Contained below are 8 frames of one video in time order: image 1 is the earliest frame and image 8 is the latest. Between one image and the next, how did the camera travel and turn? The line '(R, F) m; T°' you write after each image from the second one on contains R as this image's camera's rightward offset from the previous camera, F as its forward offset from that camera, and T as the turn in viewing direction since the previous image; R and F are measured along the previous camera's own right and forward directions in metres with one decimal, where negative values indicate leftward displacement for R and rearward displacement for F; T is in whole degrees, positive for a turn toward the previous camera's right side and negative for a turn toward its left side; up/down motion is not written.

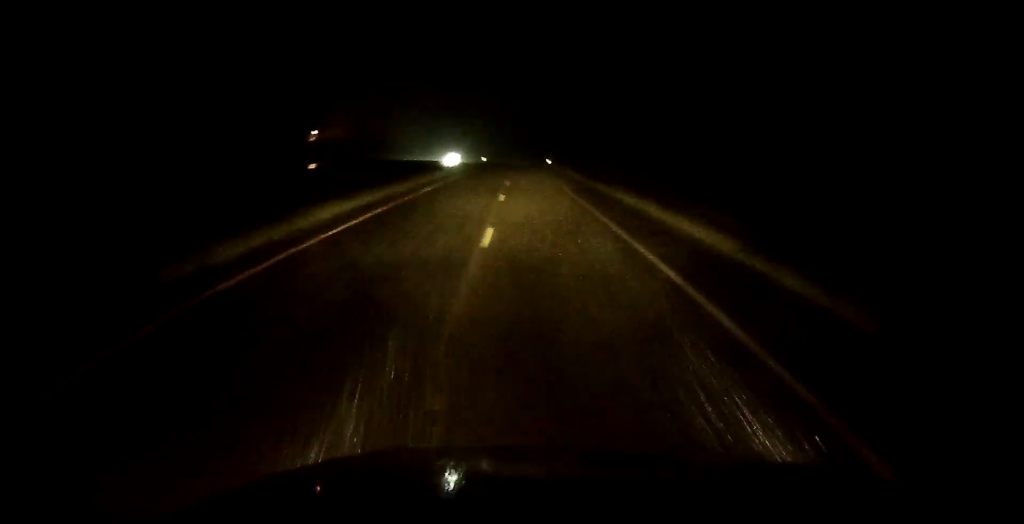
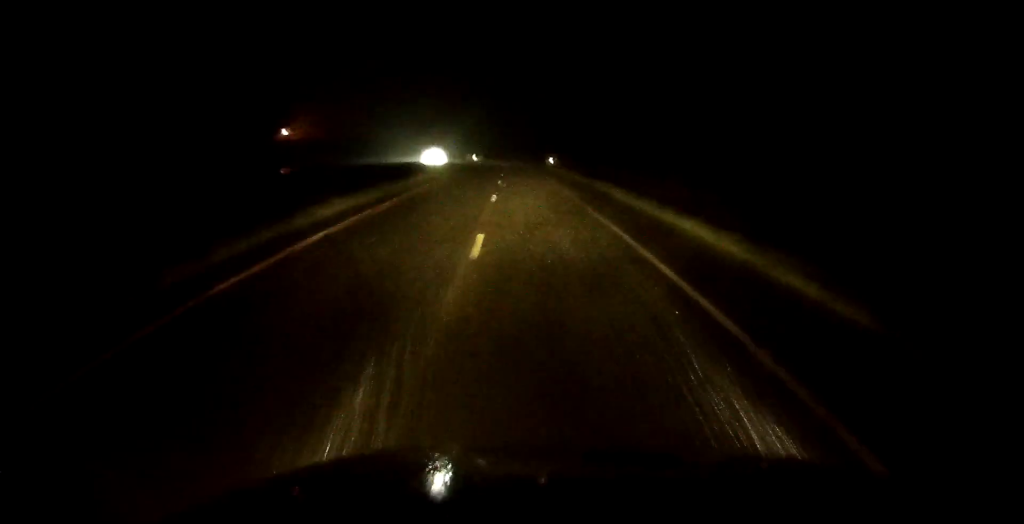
(-0.1, +26.1) m; 0°
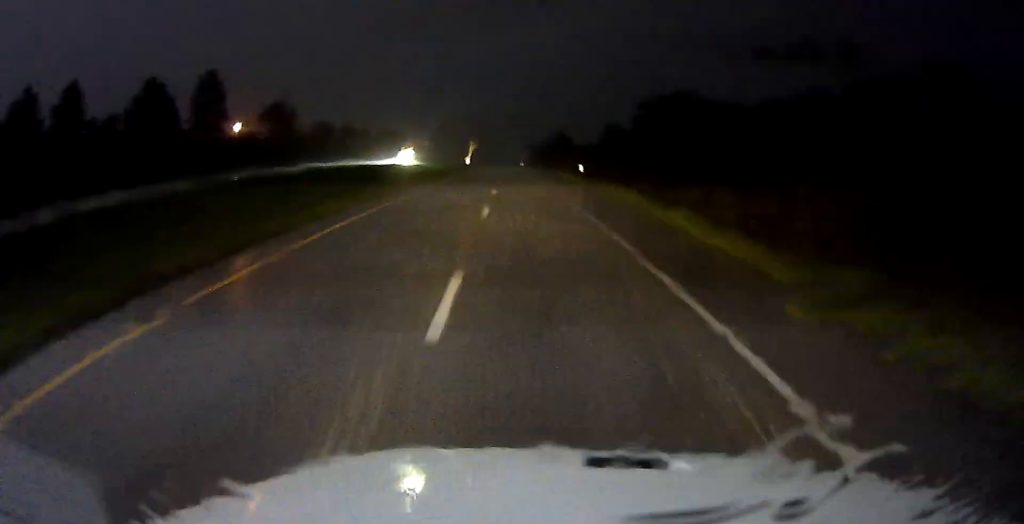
(+0.1, +40.9) m; 0°
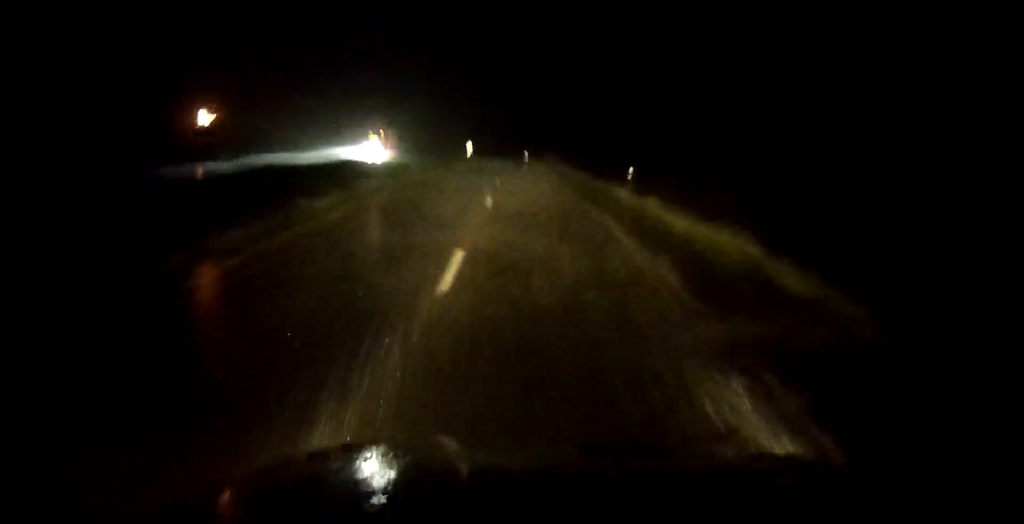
(-0.1, +23.3) m; 0°
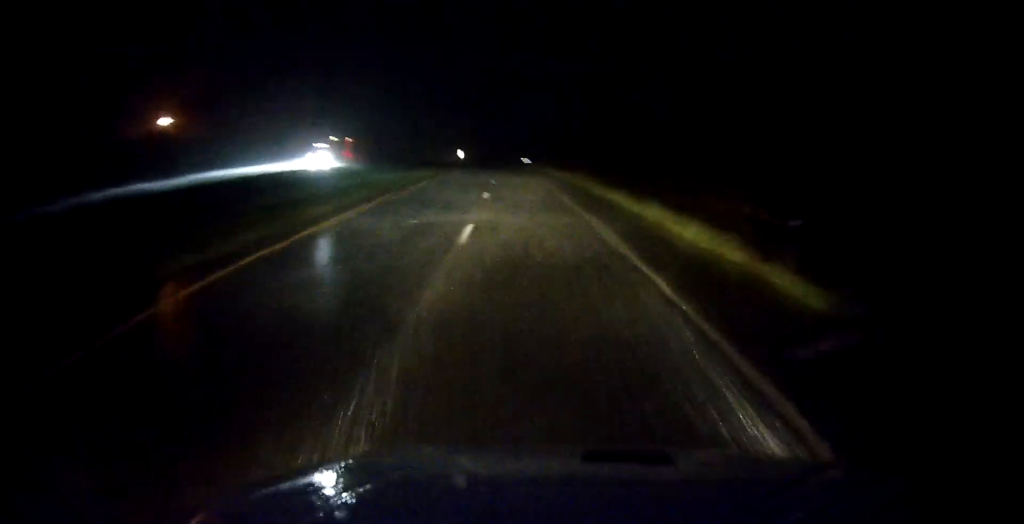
(+0.1, +19.5) m; 0°
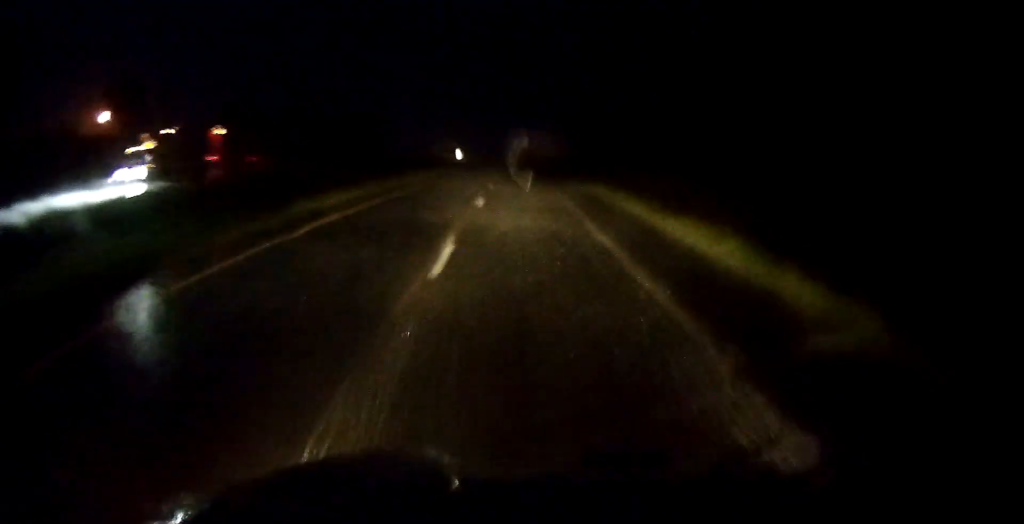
(-0.2, +27.8) m; 0°
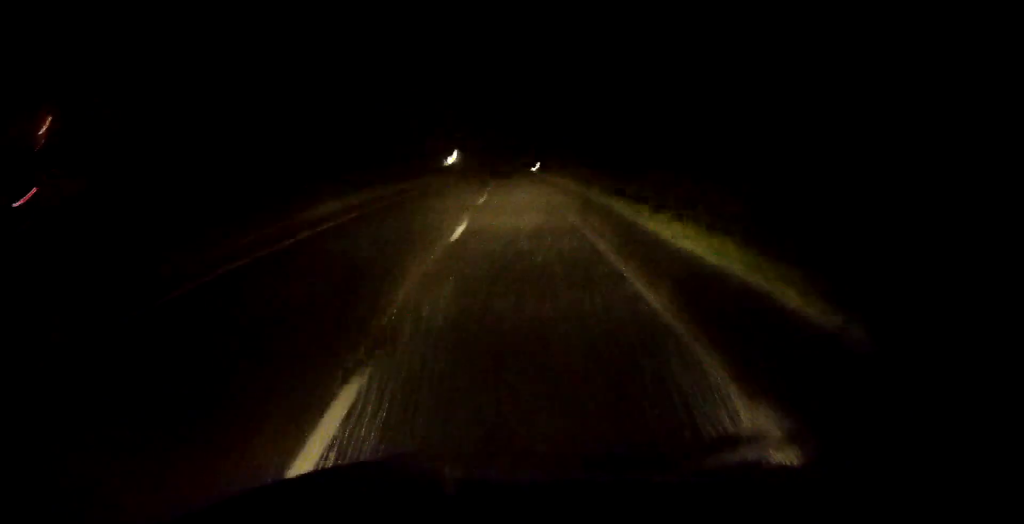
(0.0, +19.5) m; 0°
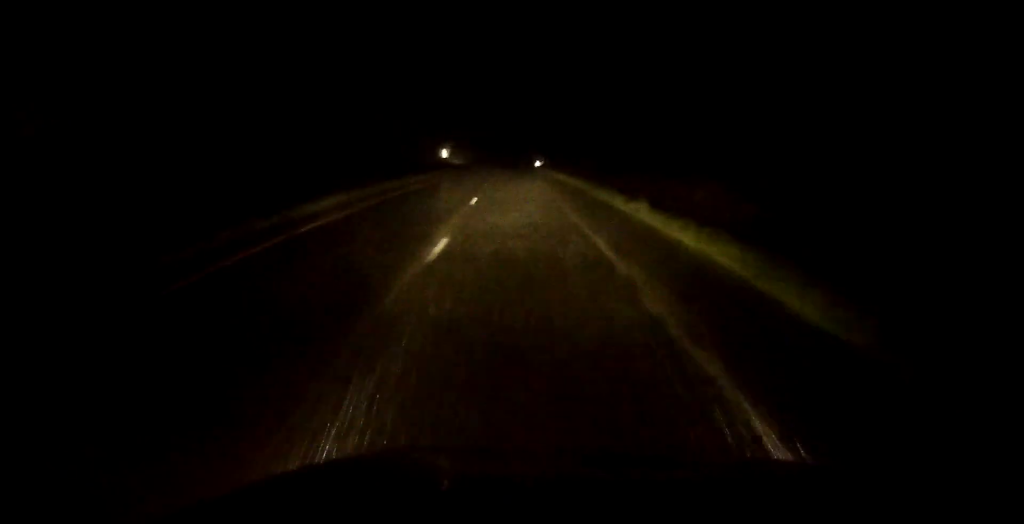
(0.0, +15.8) m; 0°
